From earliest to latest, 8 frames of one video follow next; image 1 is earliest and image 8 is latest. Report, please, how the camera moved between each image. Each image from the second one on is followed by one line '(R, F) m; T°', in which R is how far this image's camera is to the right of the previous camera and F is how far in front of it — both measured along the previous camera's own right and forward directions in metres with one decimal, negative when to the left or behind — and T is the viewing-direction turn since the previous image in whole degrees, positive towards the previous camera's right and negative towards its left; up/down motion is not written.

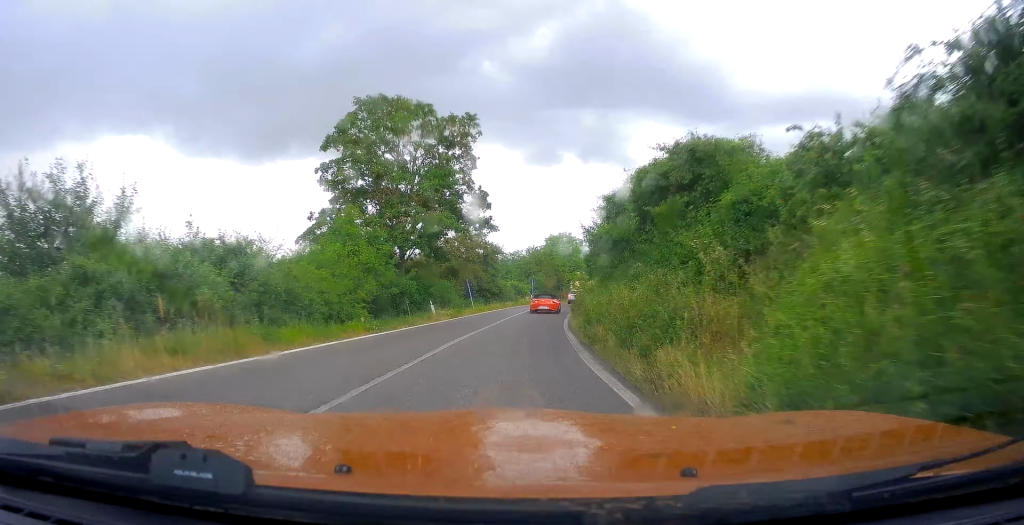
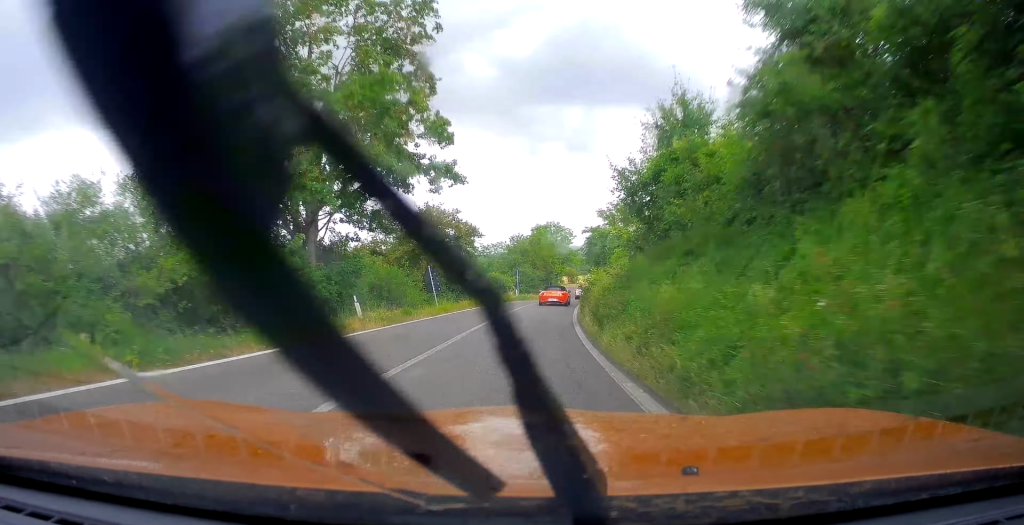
(+0.4, +12.0) m; +1°
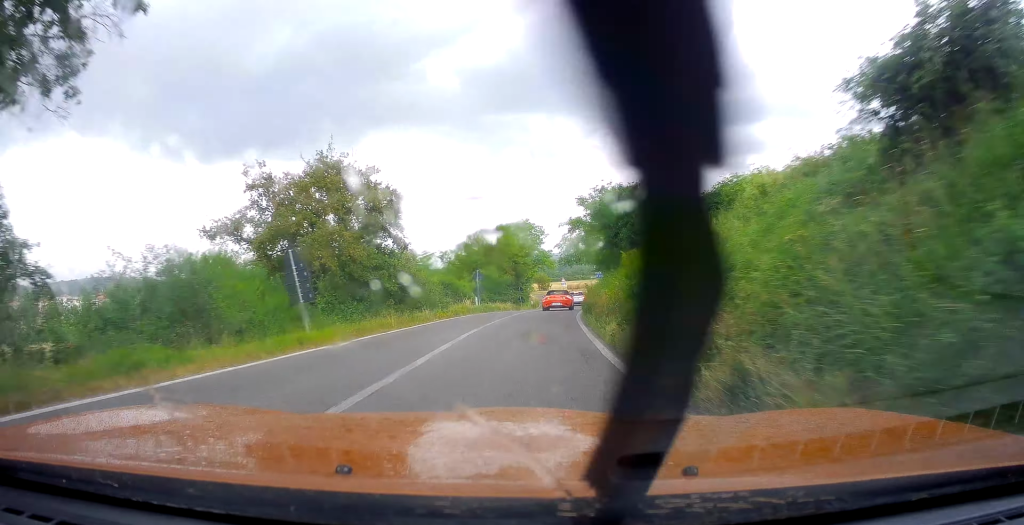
(+0.1, +15.5) m; +2°
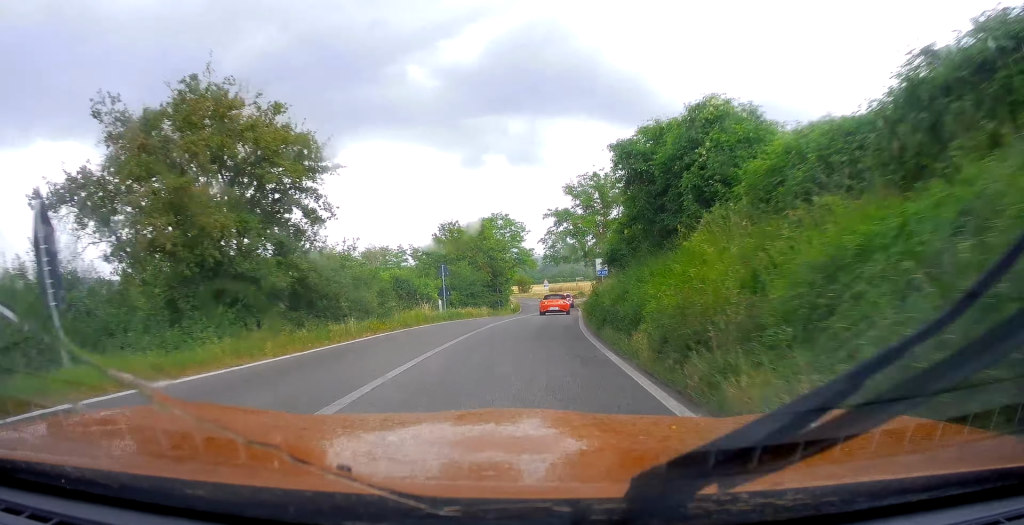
(+0.1, +8.7) m; +2°
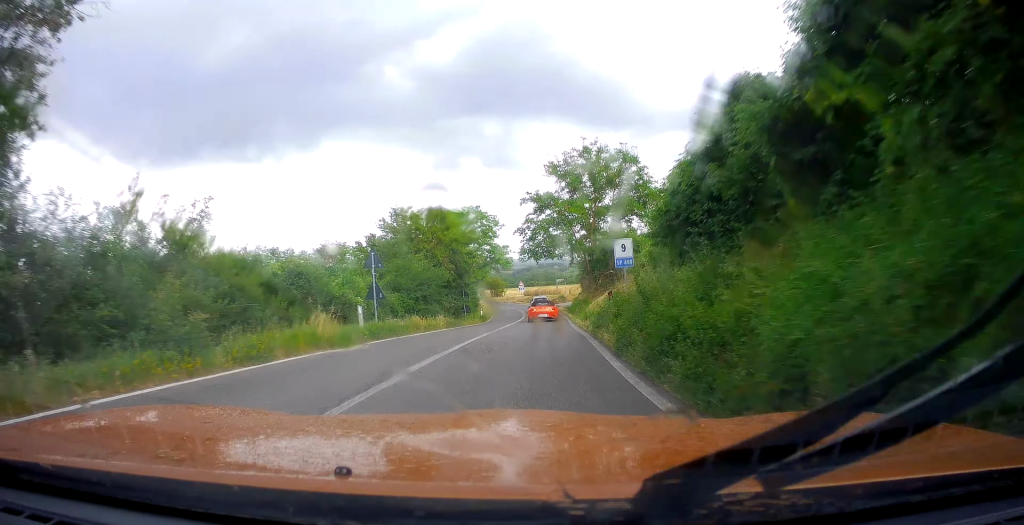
(+0.1, +10.7) m; +4°
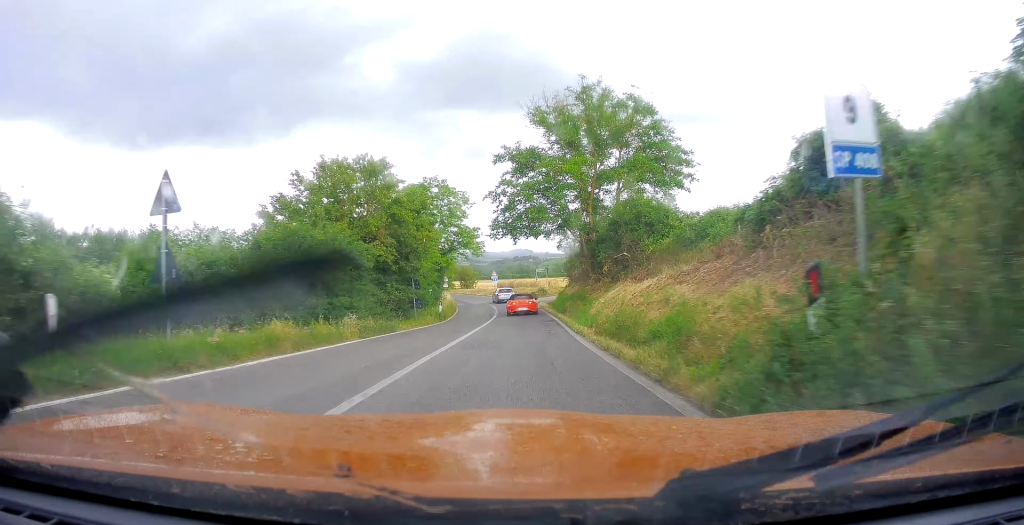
(+0.7, +11.8) m; +1°
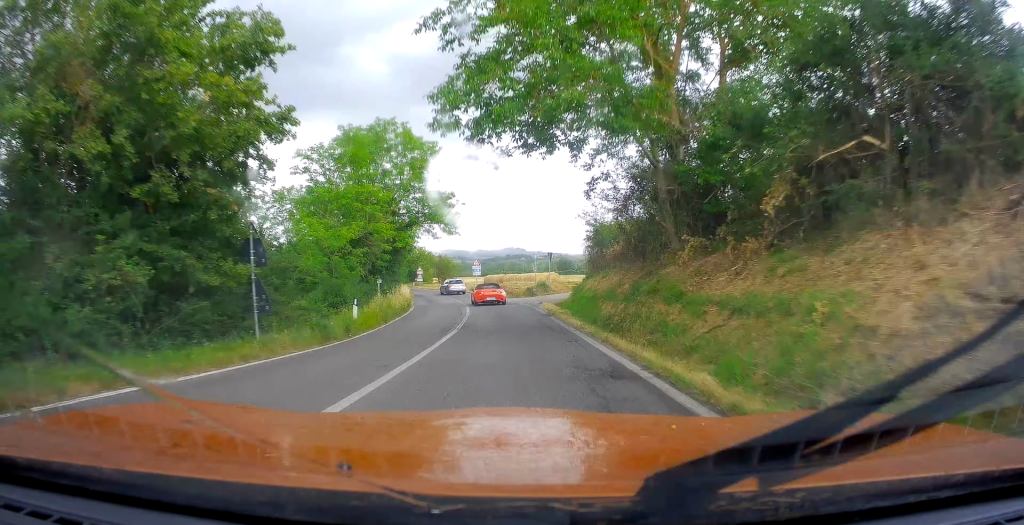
(-0.2, +19.4) m; -1°
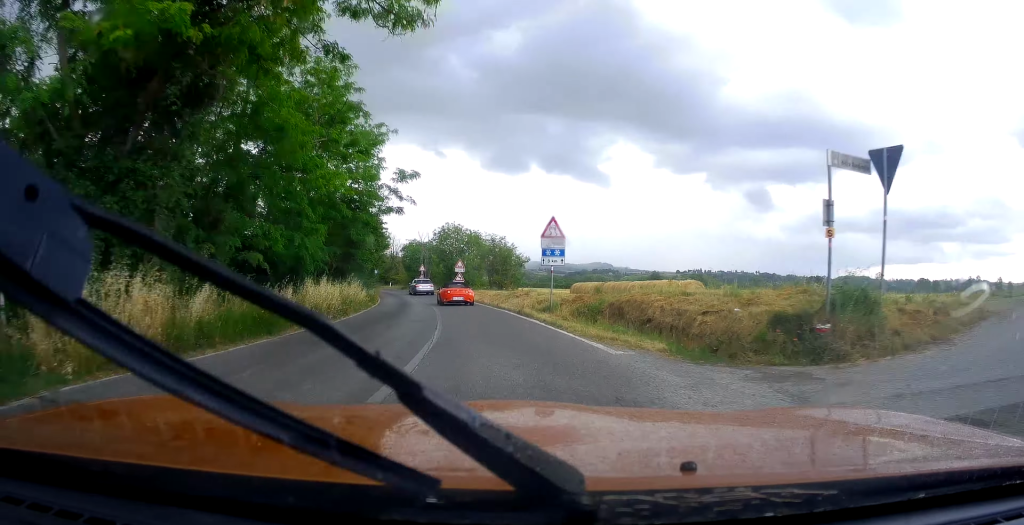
(-1.6, +34.3) m; -6°
